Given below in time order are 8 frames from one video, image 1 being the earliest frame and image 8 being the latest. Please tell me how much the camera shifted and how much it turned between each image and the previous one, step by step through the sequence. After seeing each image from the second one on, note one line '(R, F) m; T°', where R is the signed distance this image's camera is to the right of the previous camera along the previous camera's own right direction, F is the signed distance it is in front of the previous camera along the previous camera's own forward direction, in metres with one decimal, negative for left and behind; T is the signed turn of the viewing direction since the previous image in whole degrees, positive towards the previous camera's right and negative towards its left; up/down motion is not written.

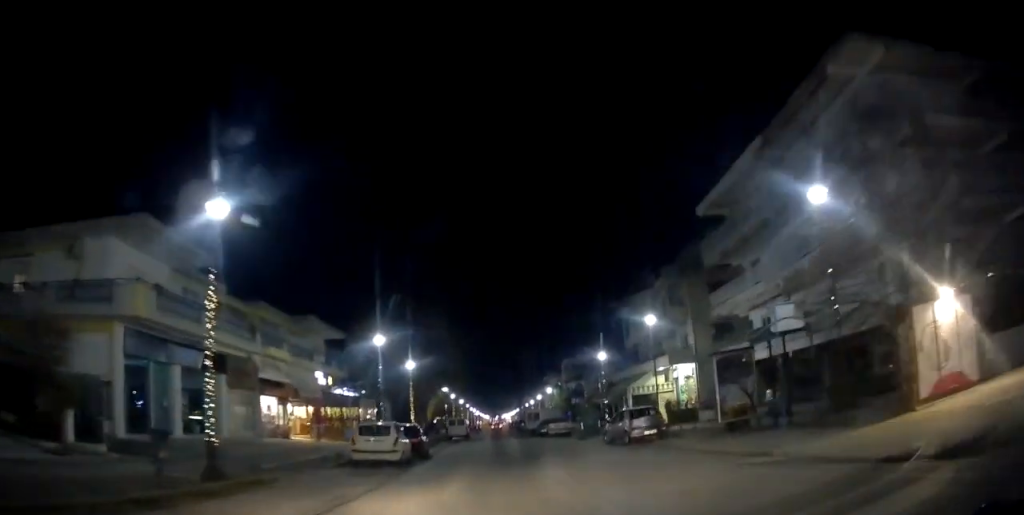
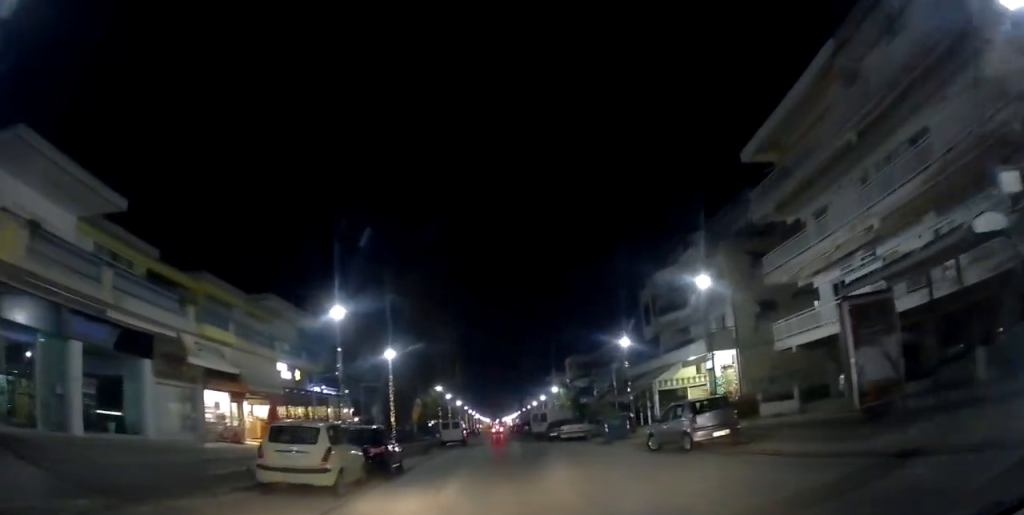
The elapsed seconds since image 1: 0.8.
(0.0, +7.7) m; 0°
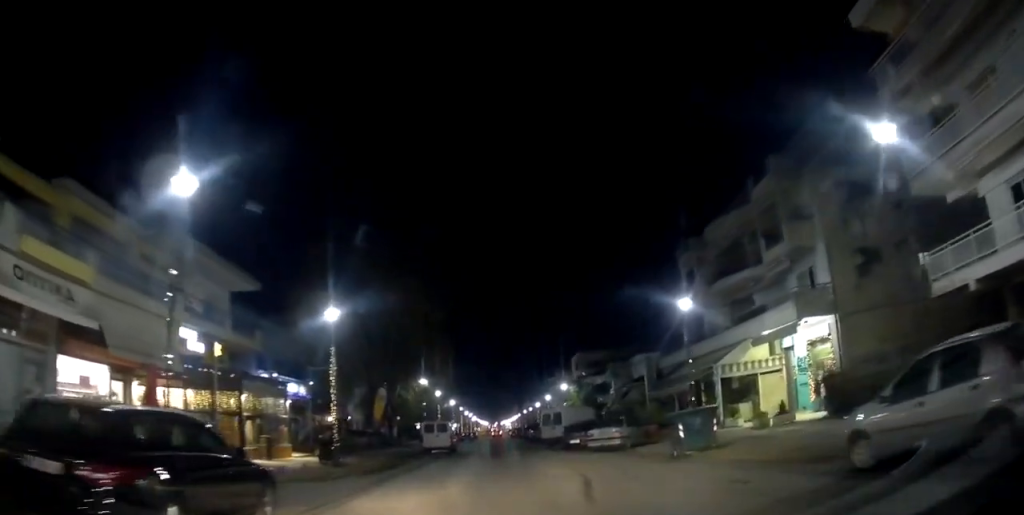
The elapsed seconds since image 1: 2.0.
(-0.2, +11.5) m; -2°
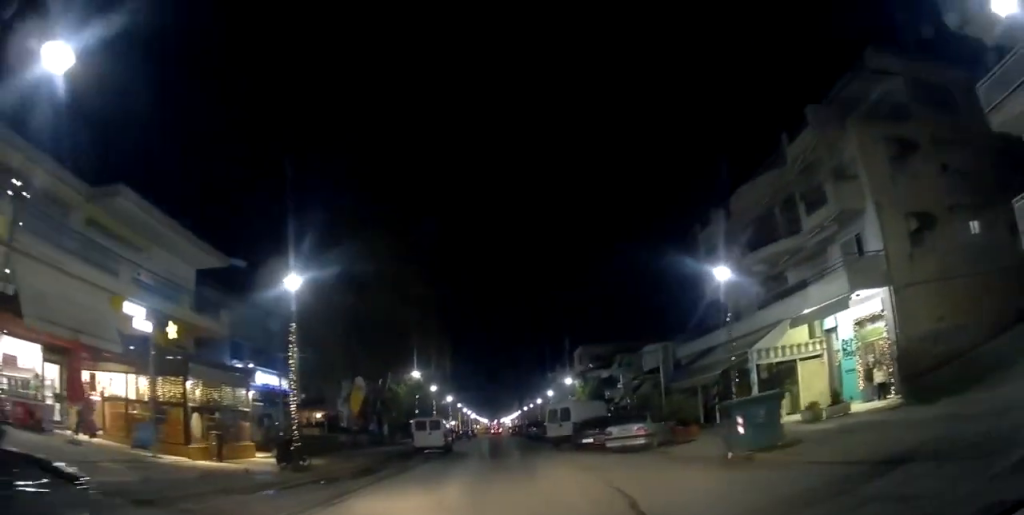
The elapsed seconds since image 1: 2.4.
(-0.2, +4.2) m; 0°
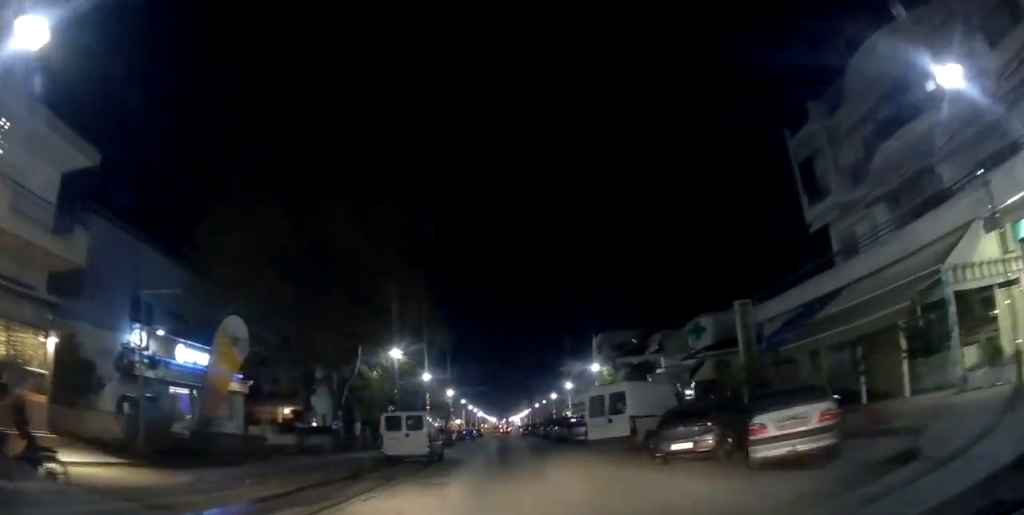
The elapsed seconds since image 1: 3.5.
(+0.3, +11.6) m; +2°
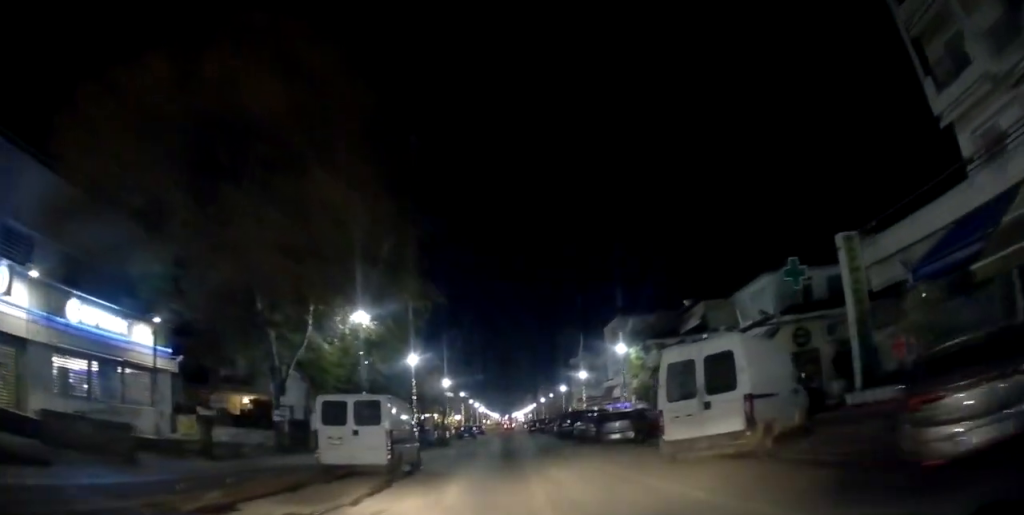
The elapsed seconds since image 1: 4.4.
(0.0, +8.6) m; -2°
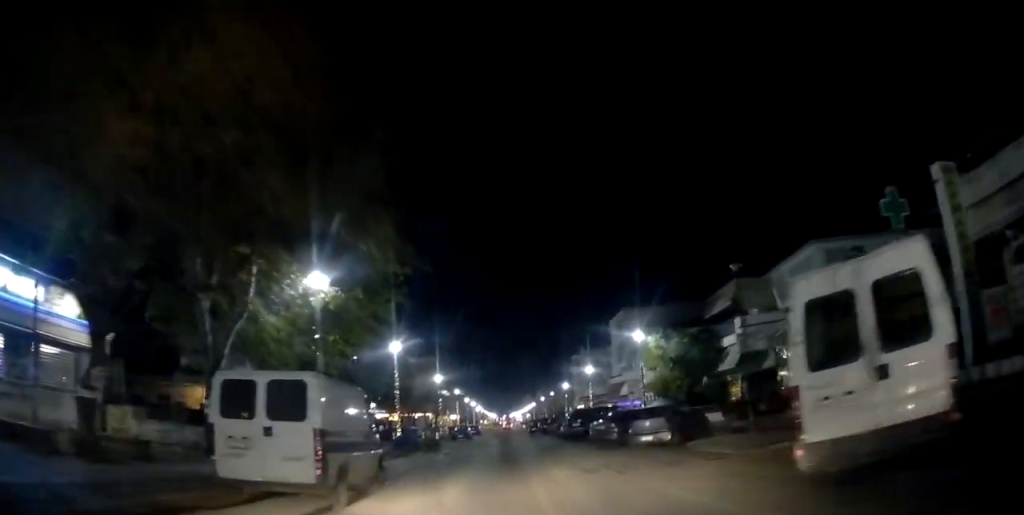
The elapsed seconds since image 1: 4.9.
(-0.1, +5.3) m; -1°
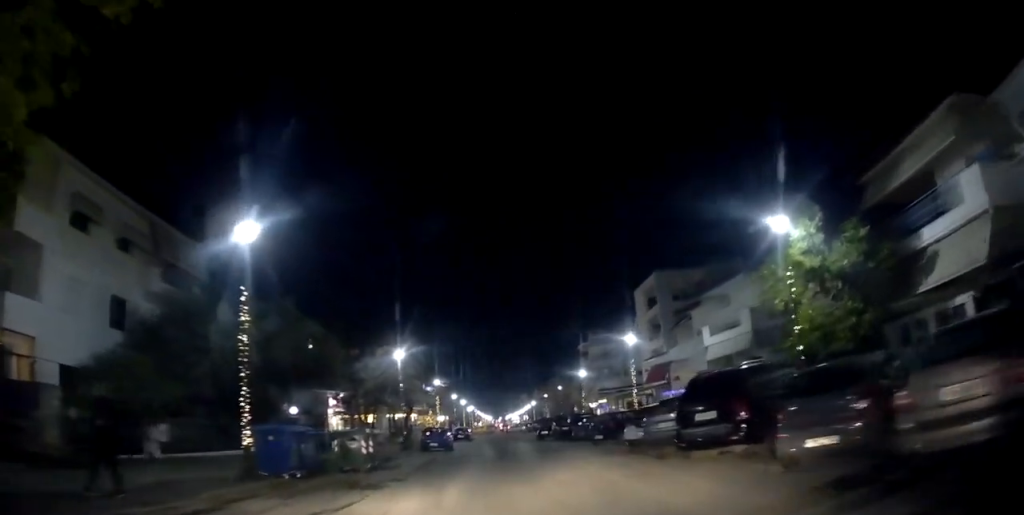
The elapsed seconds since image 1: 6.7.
(-0.5, +17.9) m; +1°
